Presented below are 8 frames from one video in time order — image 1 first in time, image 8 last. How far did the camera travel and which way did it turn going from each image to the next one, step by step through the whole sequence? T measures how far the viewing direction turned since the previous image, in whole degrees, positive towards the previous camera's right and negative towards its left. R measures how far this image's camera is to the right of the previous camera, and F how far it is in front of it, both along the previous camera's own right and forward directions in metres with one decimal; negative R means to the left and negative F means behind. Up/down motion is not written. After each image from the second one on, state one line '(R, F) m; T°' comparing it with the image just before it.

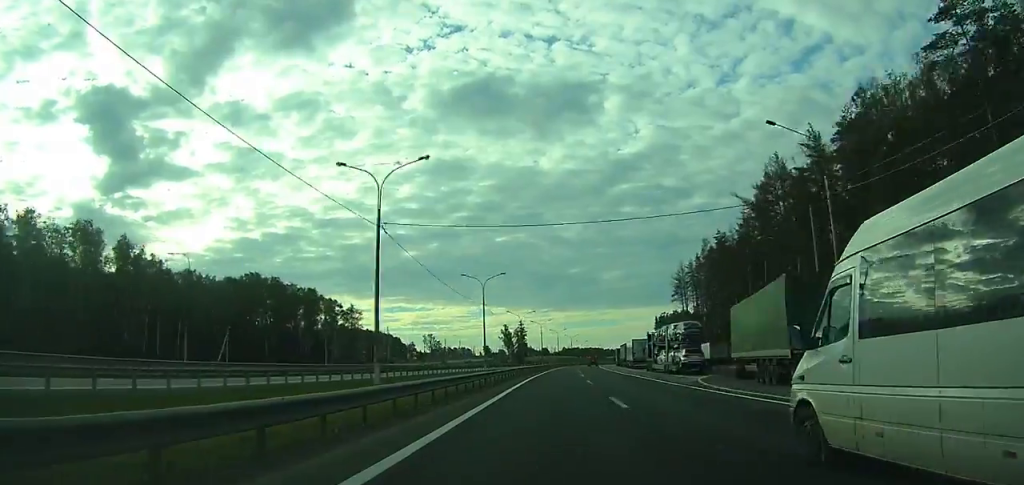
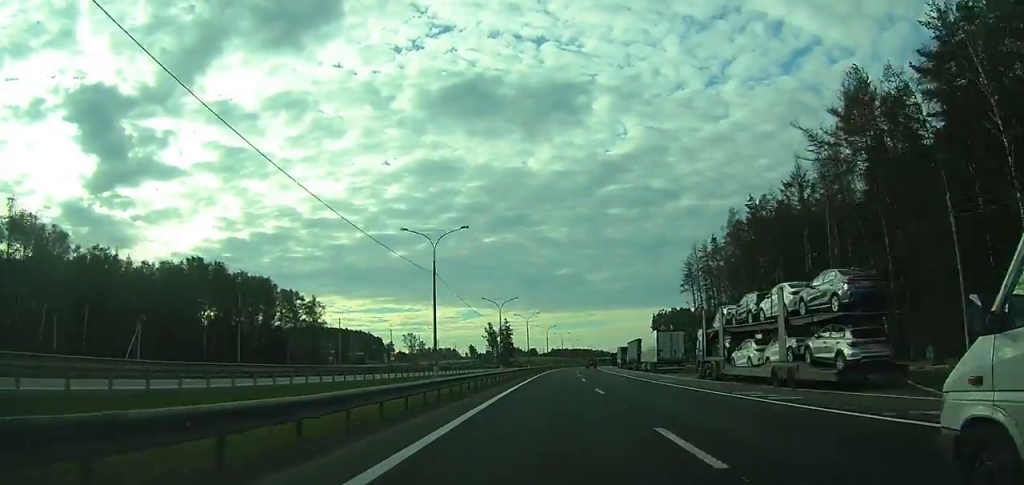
(0.0, +25.1) m; +1°
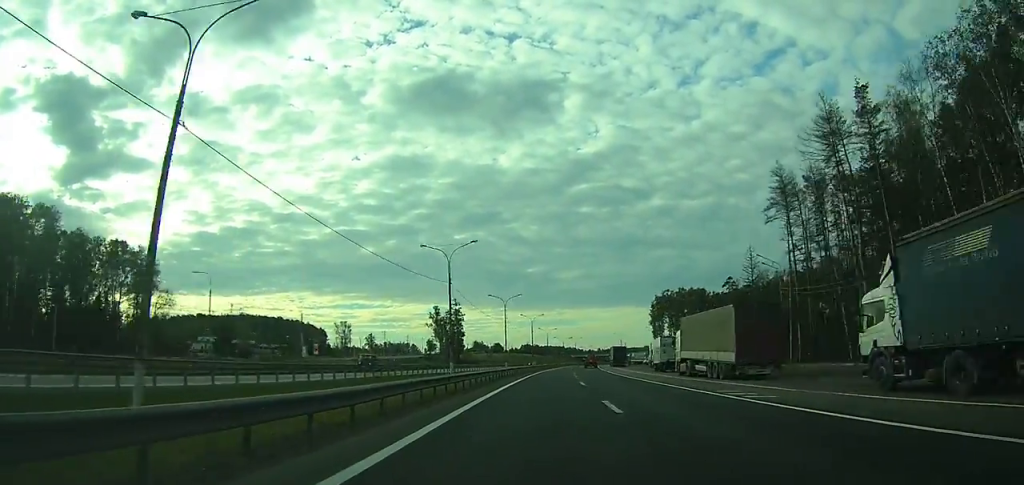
(+1.8, +74.7) m; +3°
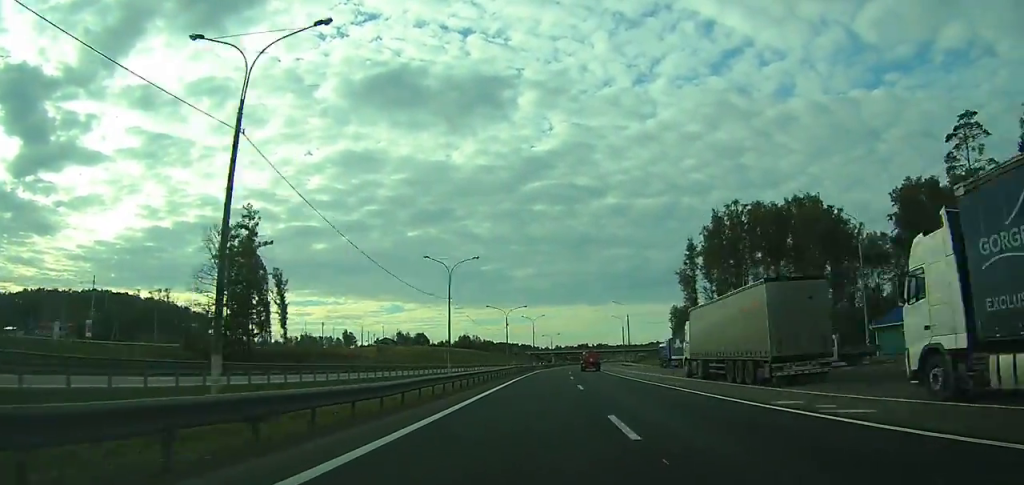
(+5.6, +126.6) m; +6°
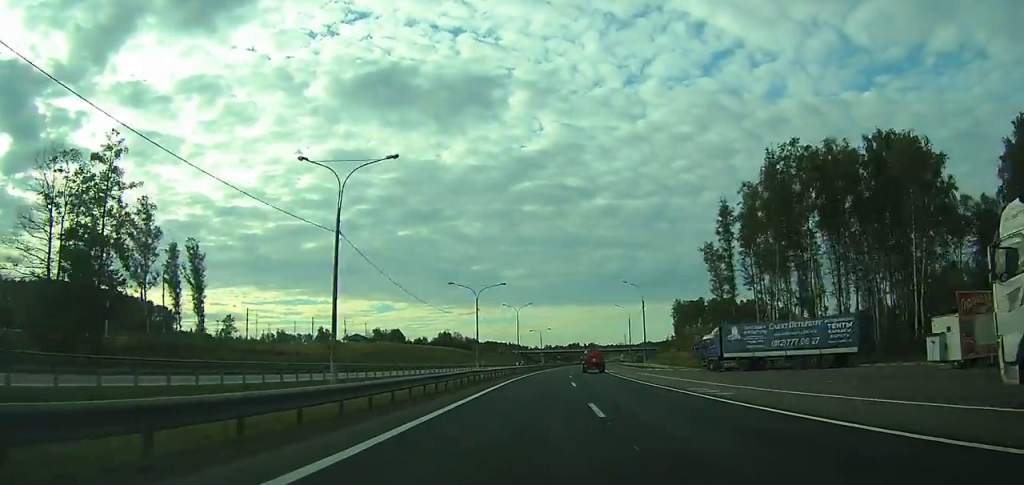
(+0.7, +29.4) m; +1°
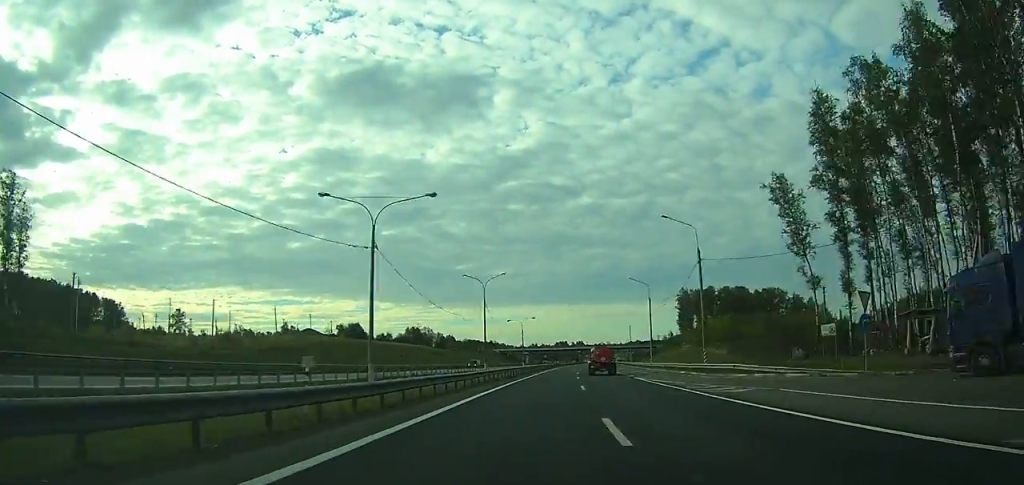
(+0.9, +38.2) m; +1°
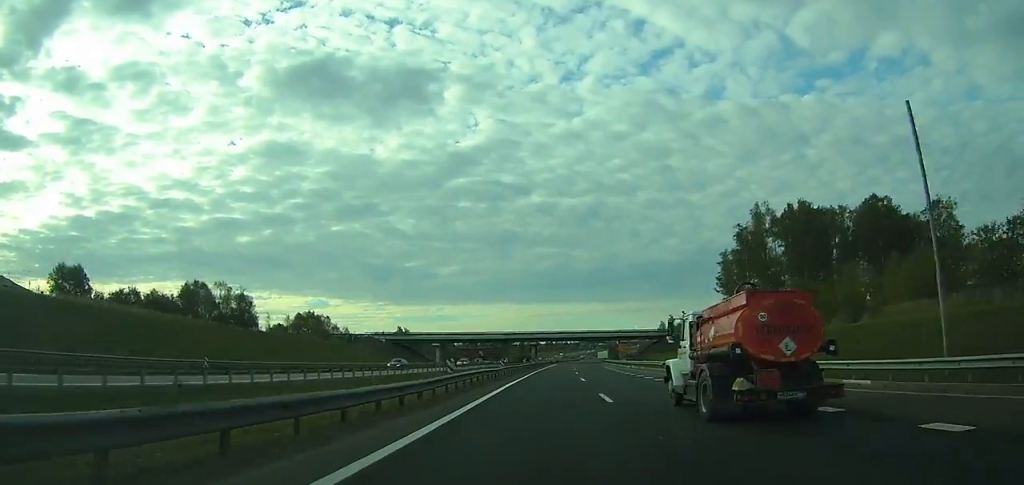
(+3.8, +120.9) m; +4°
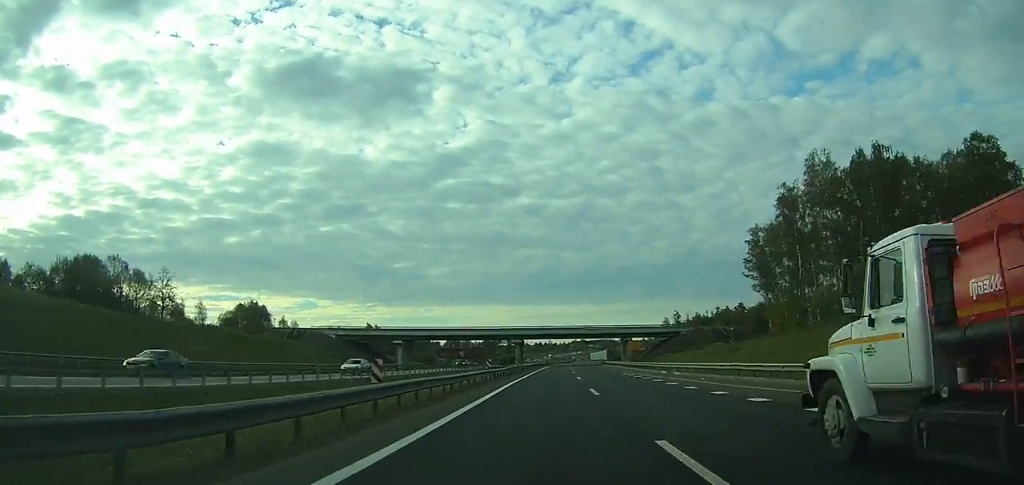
(+0.3, +27.0) m; +1°
